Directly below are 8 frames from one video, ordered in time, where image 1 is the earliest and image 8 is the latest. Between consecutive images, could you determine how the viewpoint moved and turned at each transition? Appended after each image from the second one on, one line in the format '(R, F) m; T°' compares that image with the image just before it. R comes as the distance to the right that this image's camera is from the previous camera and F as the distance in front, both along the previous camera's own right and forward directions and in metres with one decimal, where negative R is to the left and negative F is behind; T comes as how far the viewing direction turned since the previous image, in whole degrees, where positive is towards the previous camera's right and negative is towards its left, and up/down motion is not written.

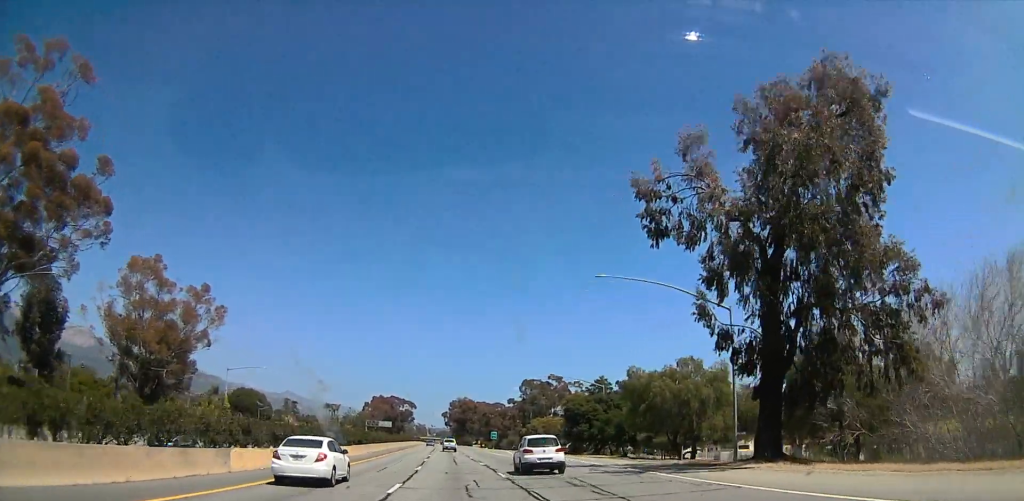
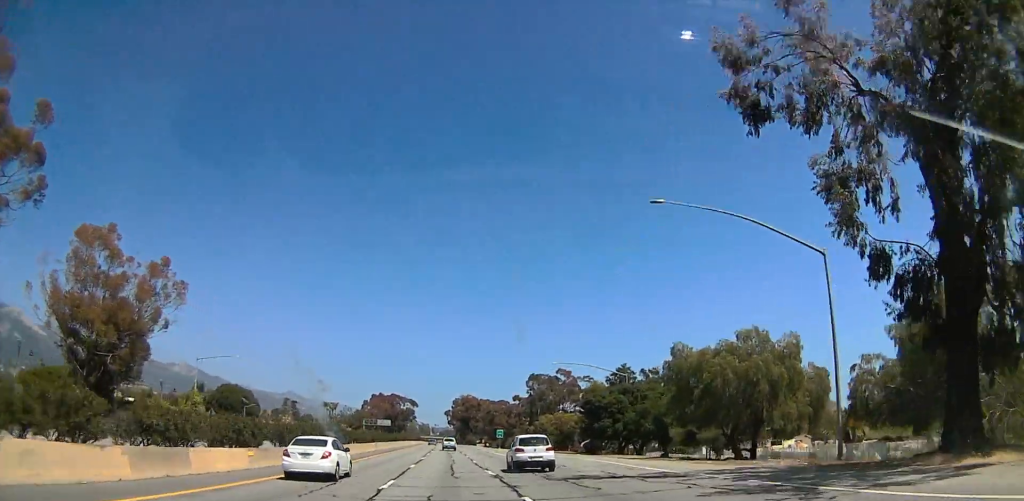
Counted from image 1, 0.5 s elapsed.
(0.0, +11.4) m; 0°
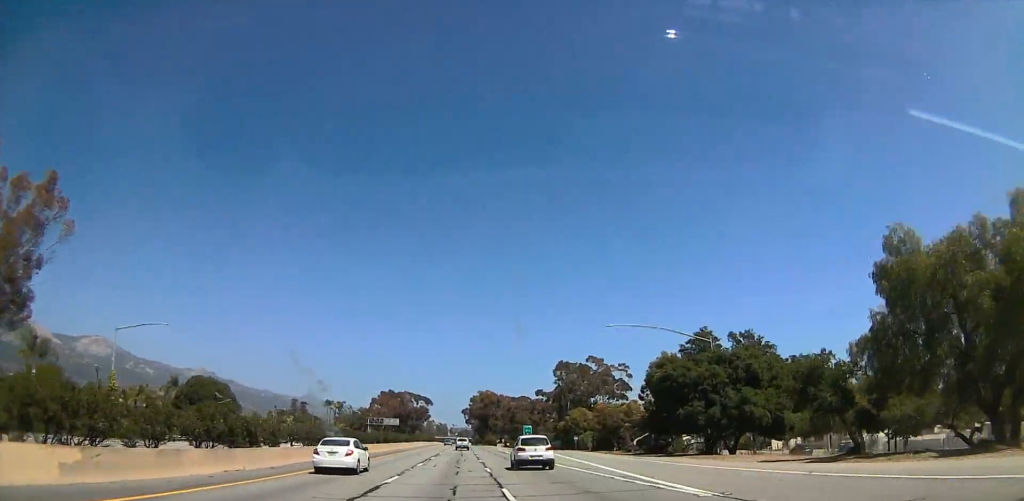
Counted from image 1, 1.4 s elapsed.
(0.0, +21.8) m; 0°
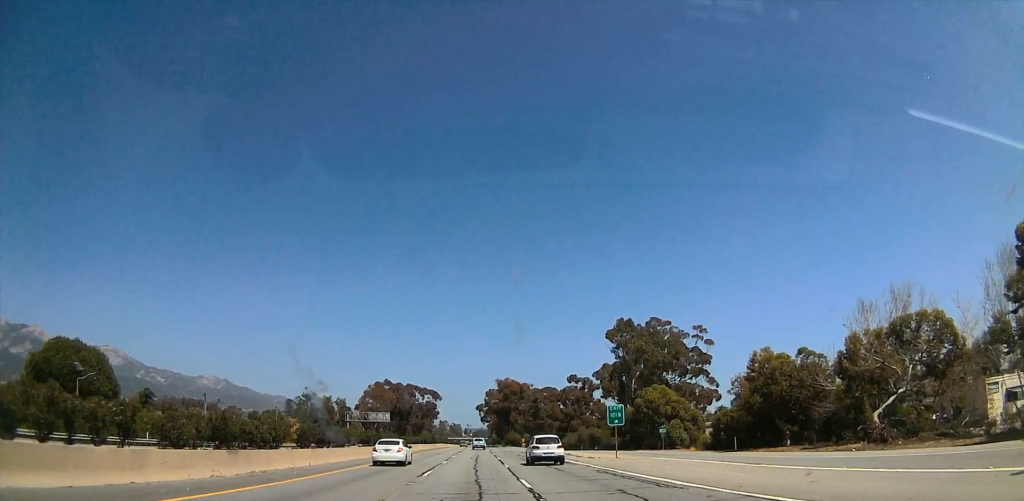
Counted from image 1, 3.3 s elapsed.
(0.0, +46.8) m; 0°
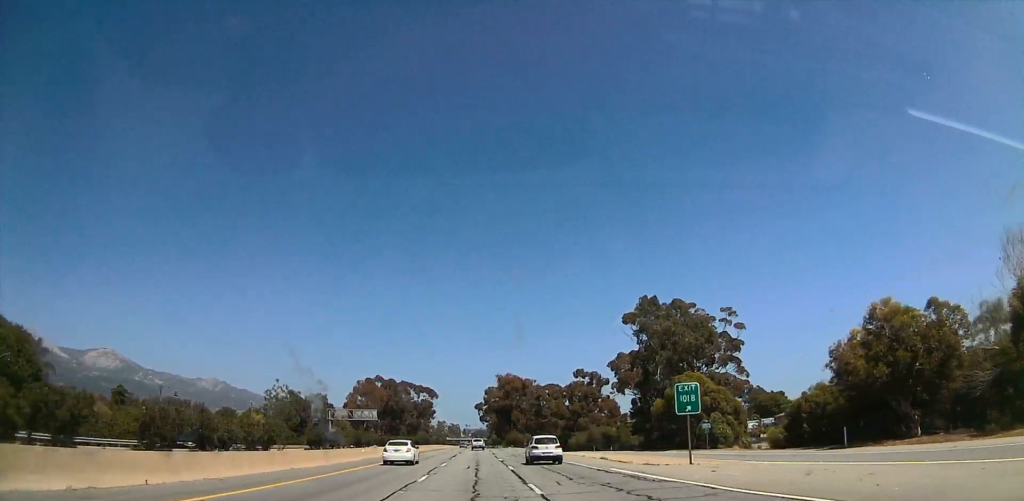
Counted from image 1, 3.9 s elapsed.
(0.0, +15.3) m; 0°
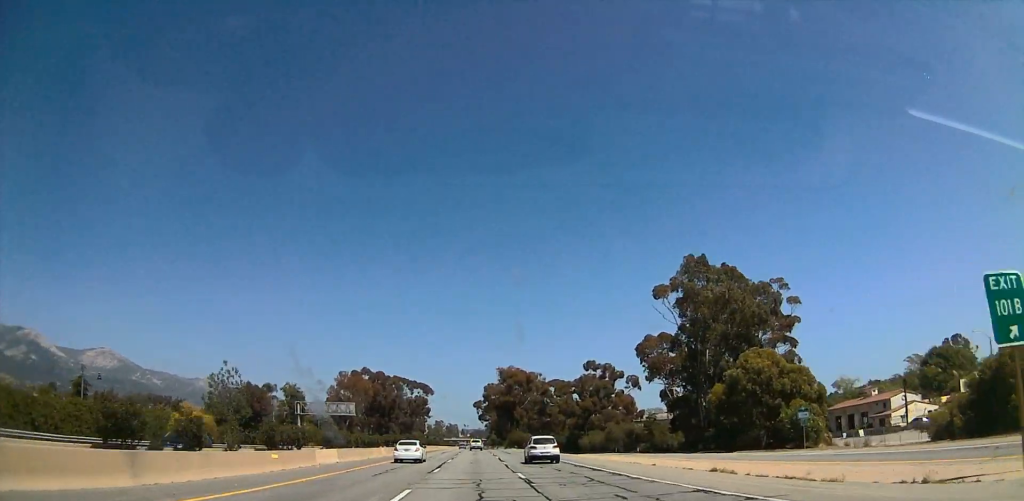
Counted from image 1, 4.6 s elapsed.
(0.0, +20.0) m; 0°
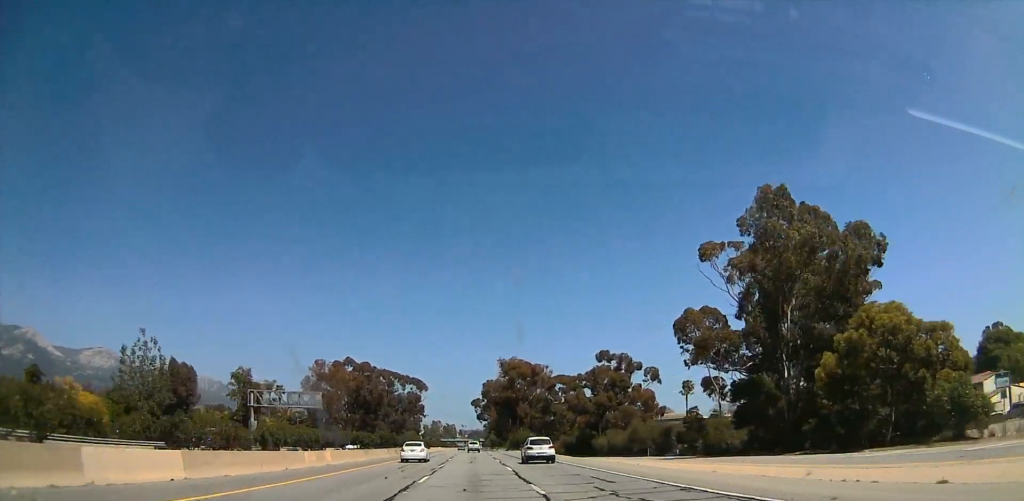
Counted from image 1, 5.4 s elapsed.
(0.0, +20.9) m; 0°
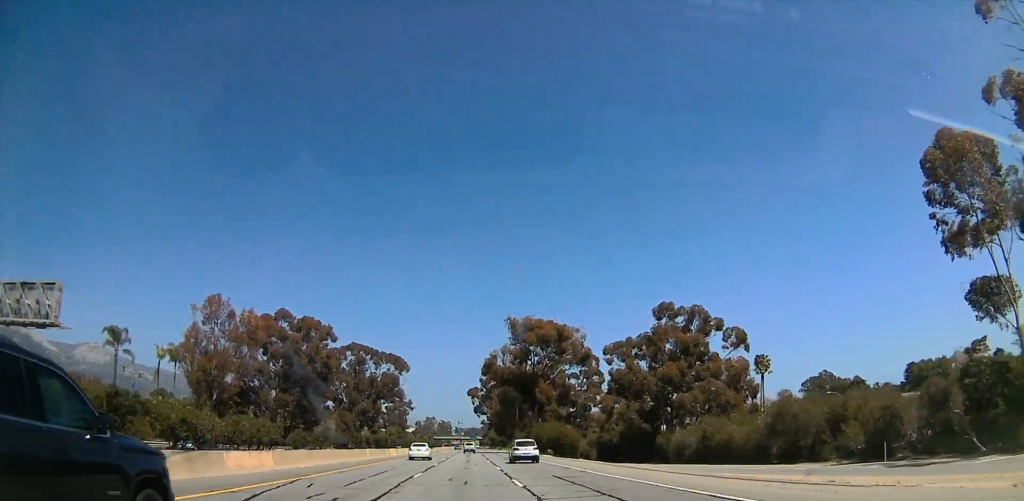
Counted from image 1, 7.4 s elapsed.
(0.0, +57.1) m; 0°
